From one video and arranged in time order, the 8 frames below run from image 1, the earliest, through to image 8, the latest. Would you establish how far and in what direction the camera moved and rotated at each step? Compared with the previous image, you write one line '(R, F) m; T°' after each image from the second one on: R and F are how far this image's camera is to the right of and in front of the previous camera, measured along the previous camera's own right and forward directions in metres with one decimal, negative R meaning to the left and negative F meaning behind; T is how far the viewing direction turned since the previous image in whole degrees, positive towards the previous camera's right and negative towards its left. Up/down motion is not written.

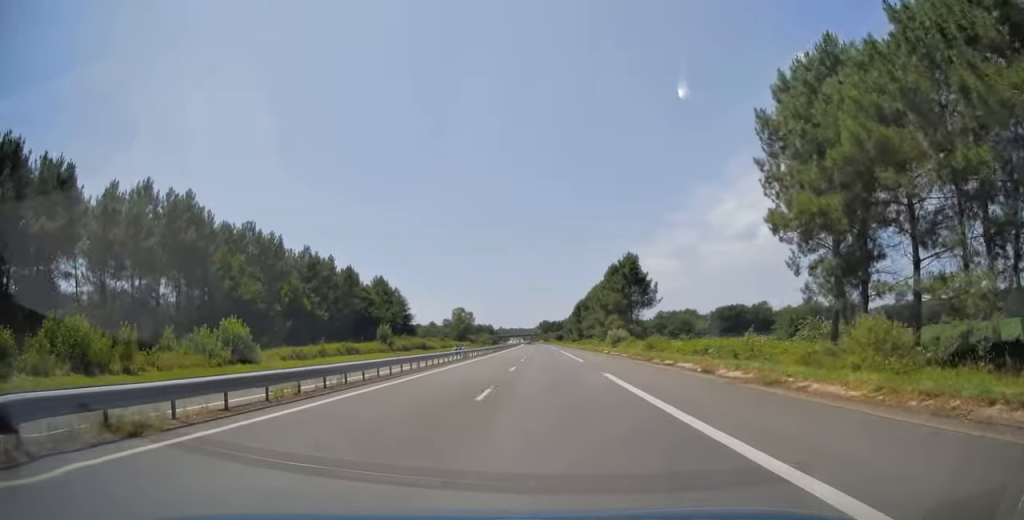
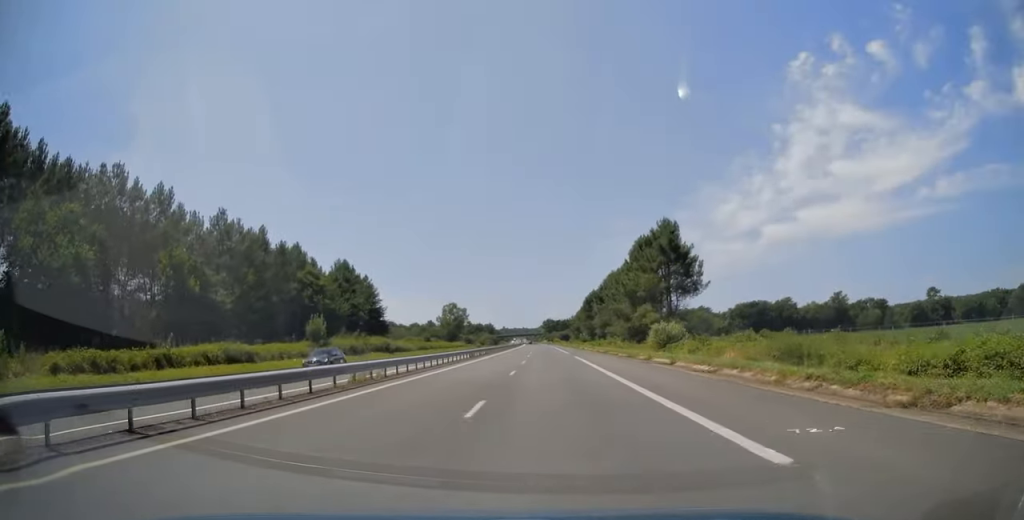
(0.0, +29.5) m; 0°
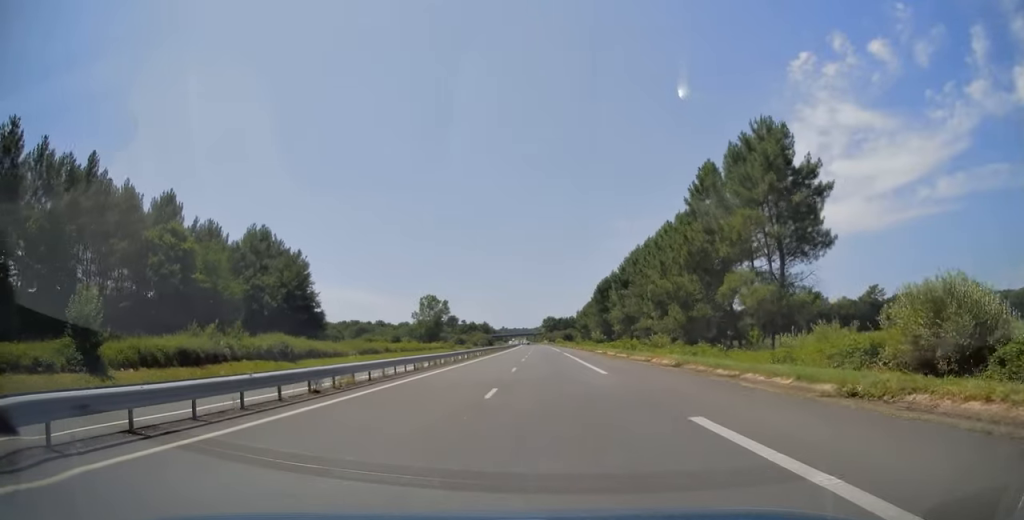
(0.0, +35.9) m; 0°
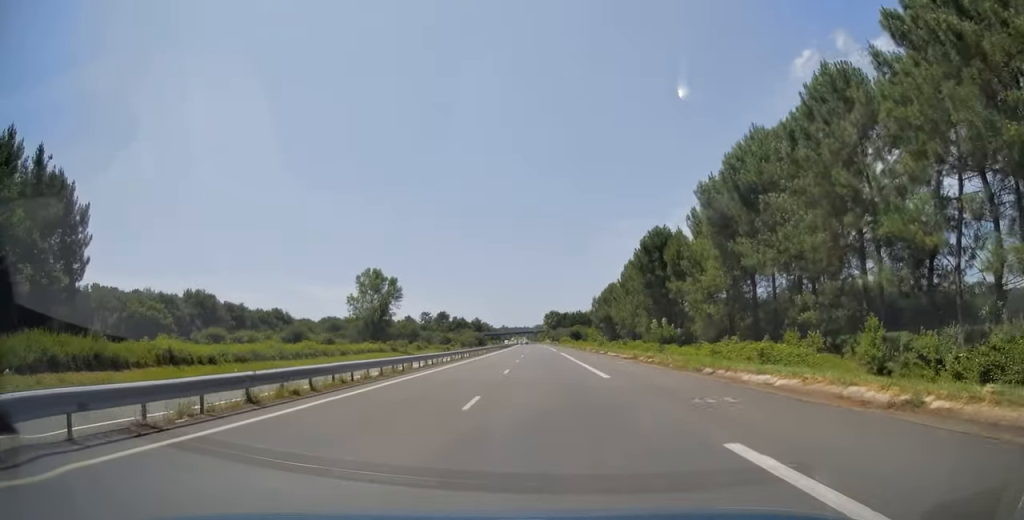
(-0.2, +55.2) m; 0°
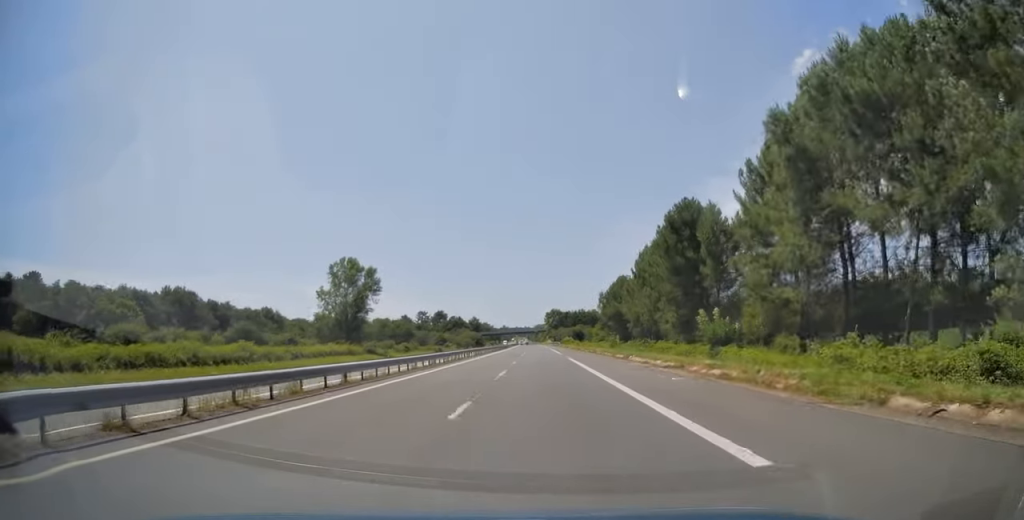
(+0.2, +14.4) m; 0°
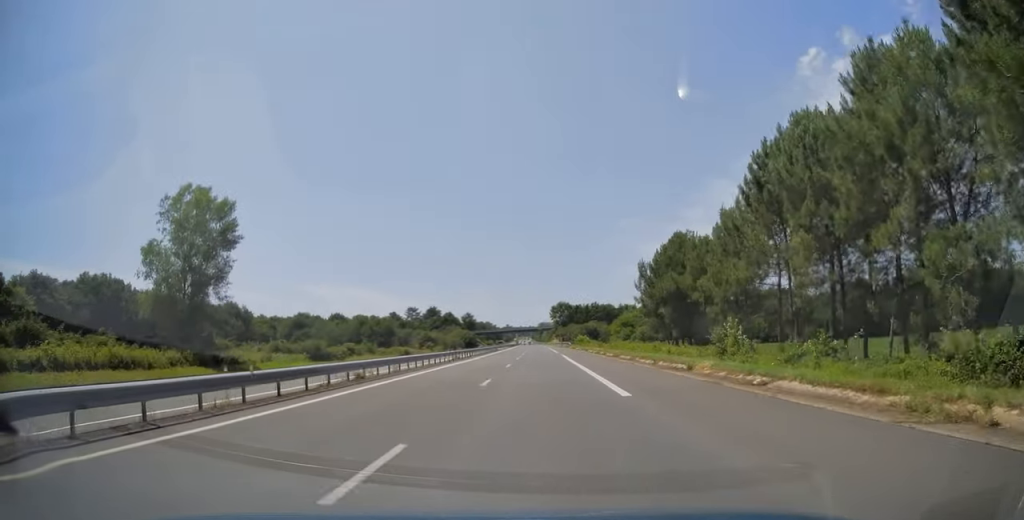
(-0.4, +45.0) m; -1°
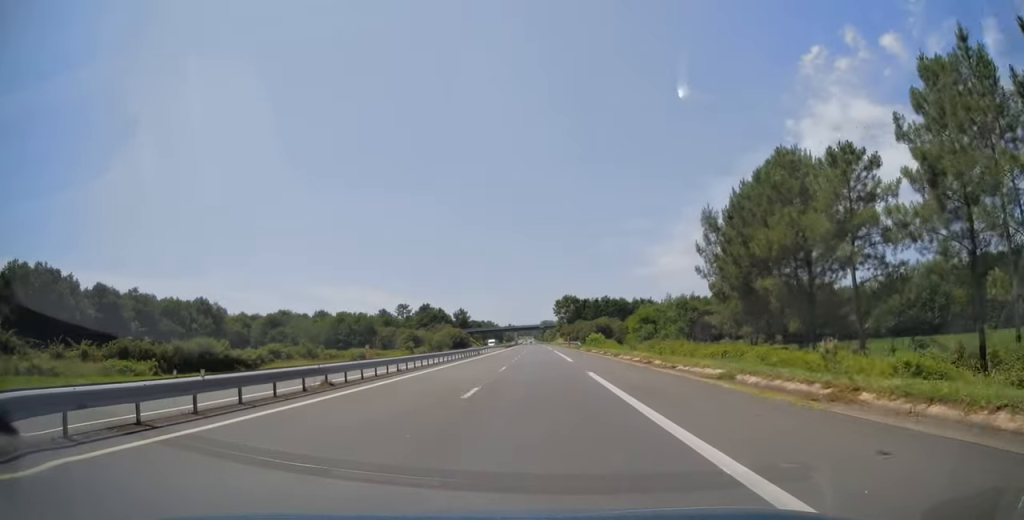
(0.0, +30.0) m; 0°
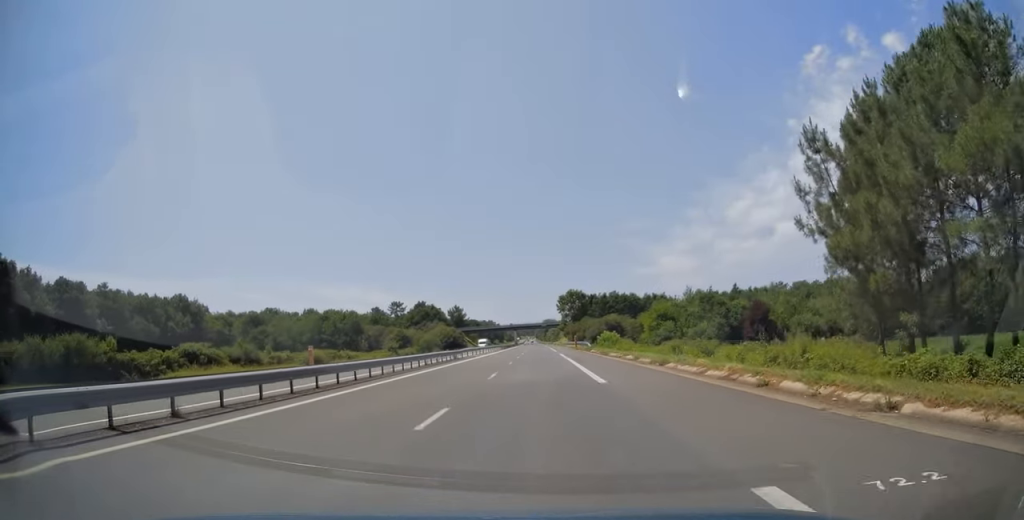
(0.0, +18.8) m; 0°
